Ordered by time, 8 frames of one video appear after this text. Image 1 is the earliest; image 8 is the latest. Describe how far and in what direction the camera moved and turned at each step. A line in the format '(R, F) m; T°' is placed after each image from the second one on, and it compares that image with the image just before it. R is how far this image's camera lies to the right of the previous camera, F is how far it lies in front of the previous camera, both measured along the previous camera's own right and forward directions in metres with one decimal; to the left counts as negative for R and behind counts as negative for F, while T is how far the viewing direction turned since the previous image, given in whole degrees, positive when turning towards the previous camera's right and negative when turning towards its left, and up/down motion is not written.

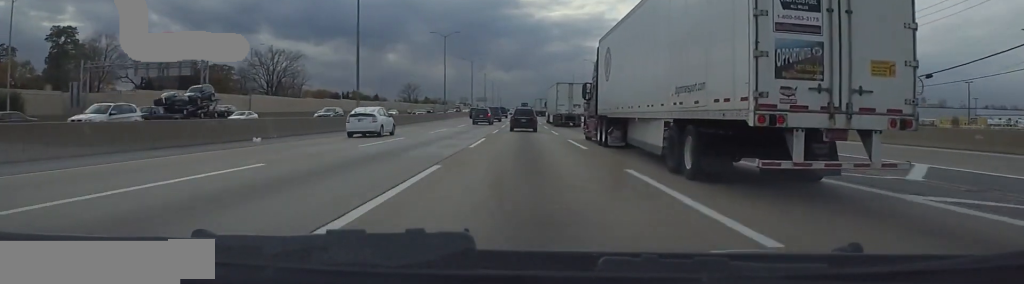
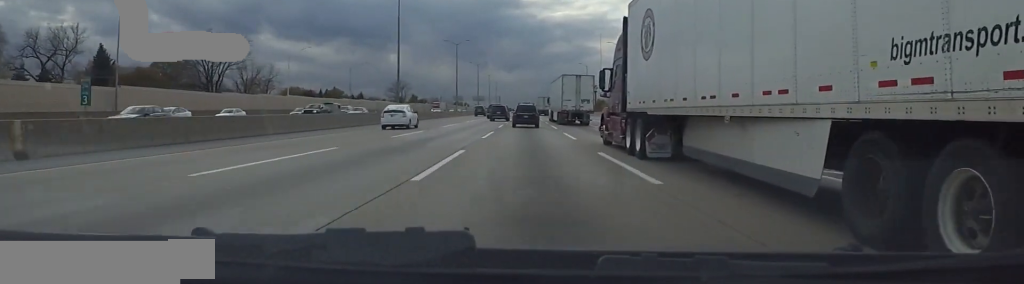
(-0.8, +41.5) m; +1°
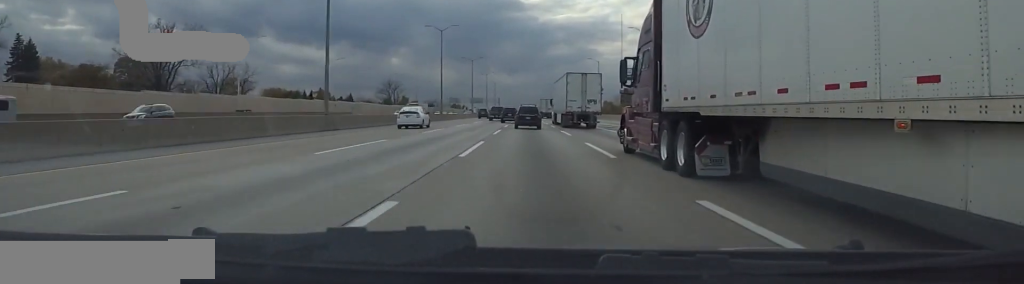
(+0.7, +25.4) m; +2°
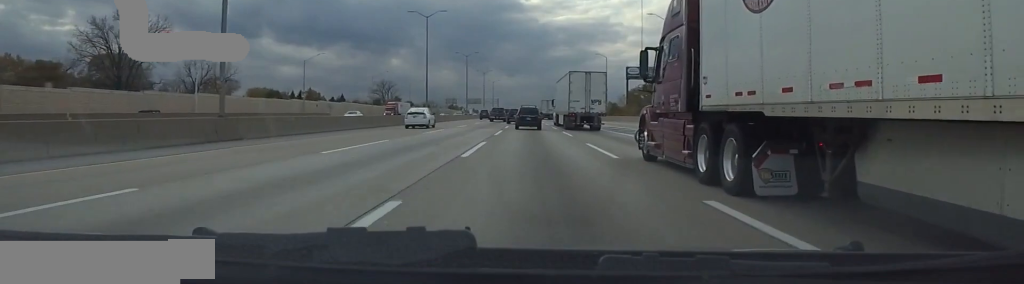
(0.0, +15.2) m; 0°
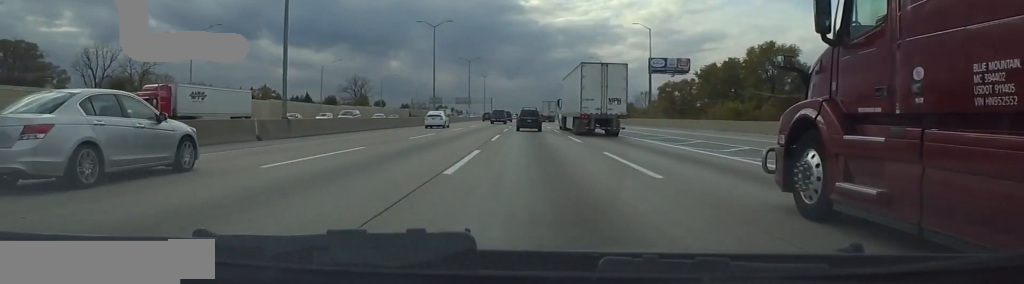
(0.0, +50.2) m; 0°
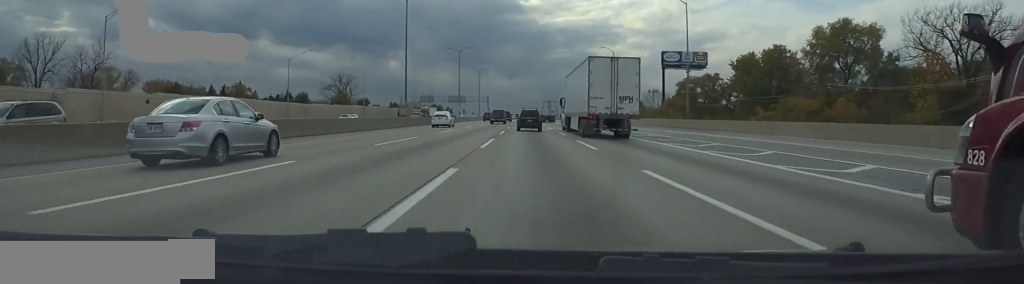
(0.0, +21.5) m; 0°
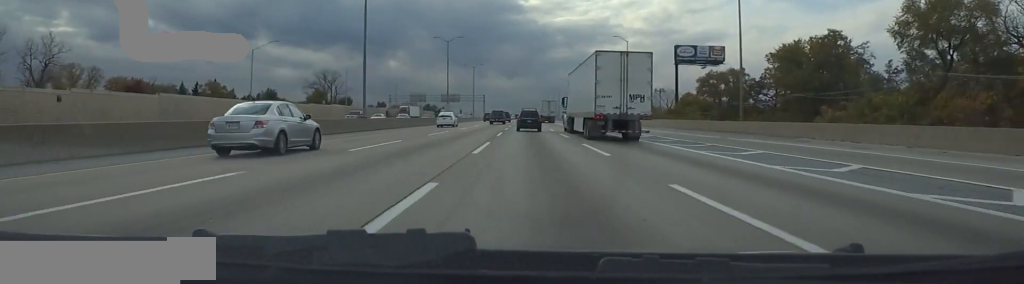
(0.0, +18.0) m; 0°
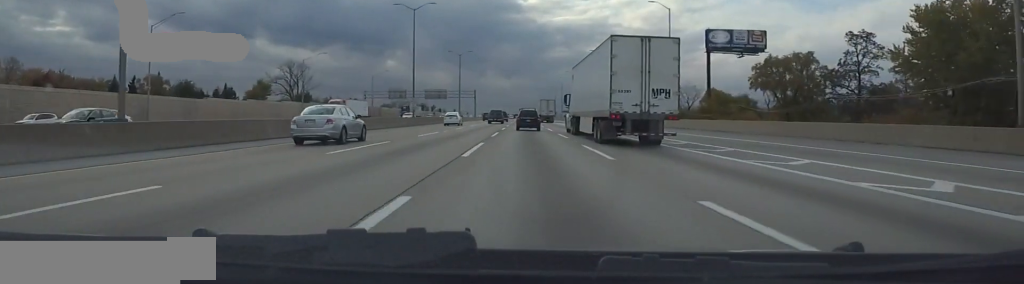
(0.0, +32.6) m; 0°
